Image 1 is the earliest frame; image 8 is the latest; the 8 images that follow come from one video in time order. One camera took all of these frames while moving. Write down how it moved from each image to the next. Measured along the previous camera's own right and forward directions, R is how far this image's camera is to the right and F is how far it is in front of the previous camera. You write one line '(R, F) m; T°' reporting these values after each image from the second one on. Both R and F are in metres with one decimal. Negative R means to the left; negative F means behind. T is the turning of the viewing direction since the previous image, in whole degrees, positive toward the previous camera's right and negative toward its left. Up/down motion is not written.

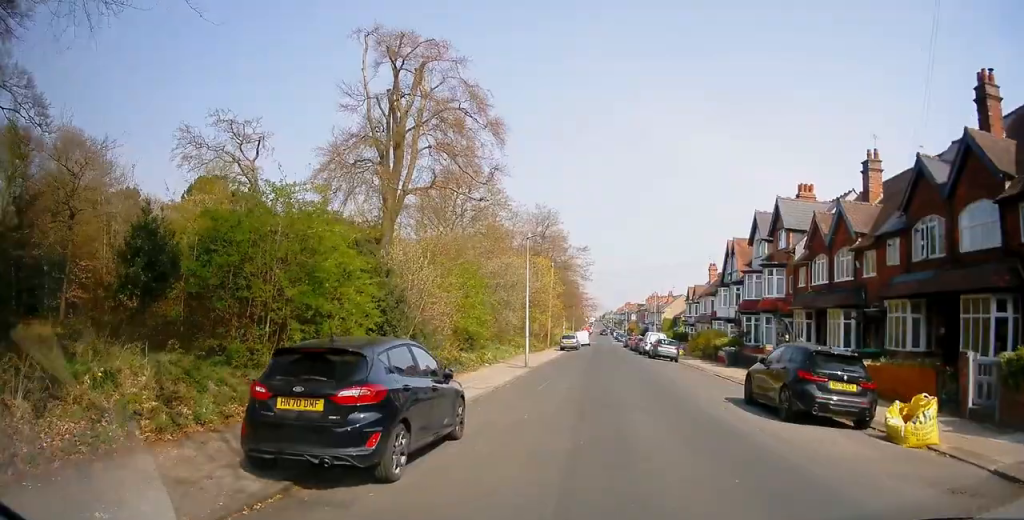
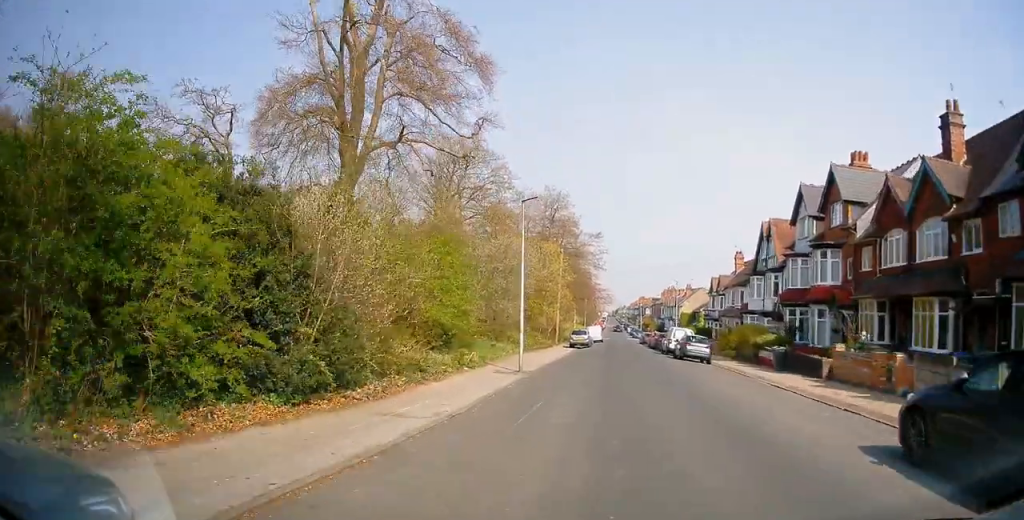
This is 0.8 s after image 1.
(-0.1, +8.5) m; -1°
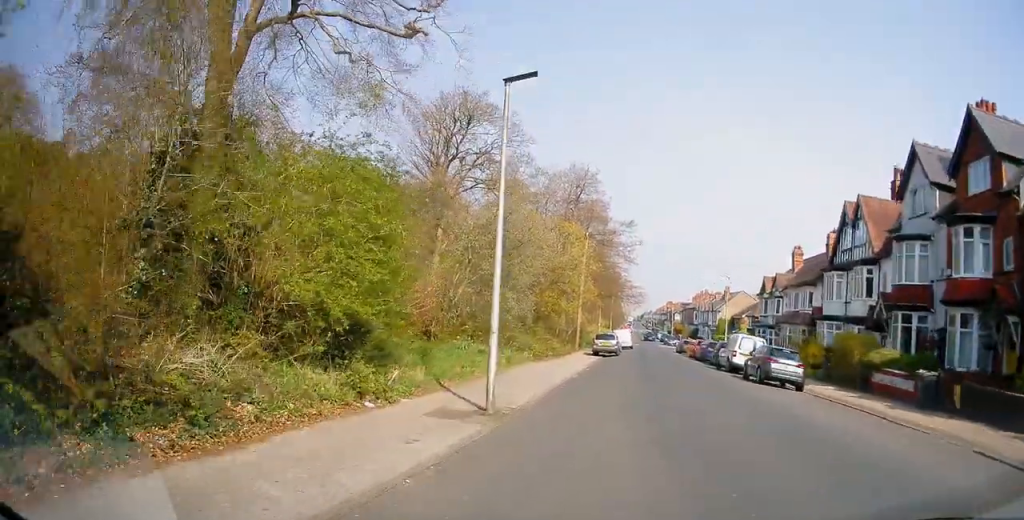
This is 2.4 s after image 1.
(-0.1, +12.8) m; -2°
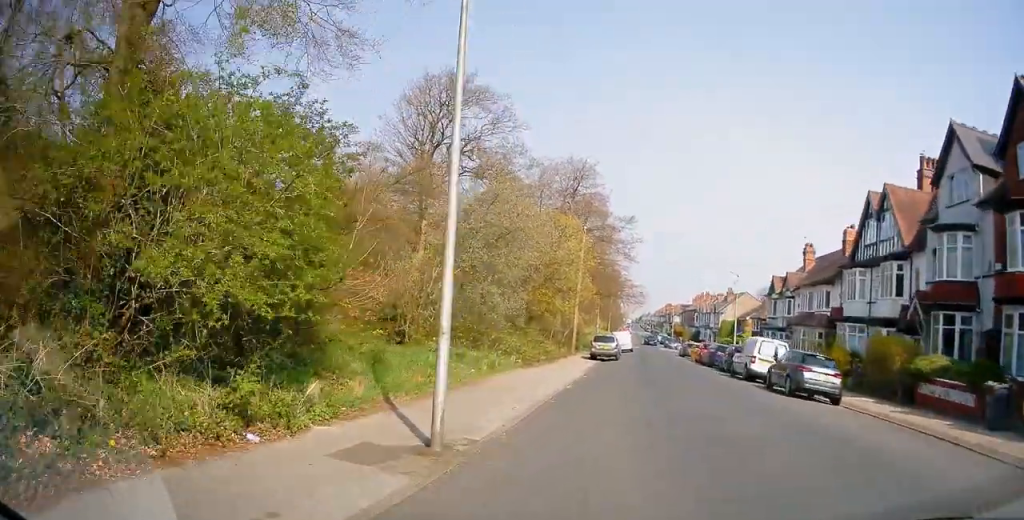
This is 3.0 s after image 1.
(-0.1, +3.4) m; -1°
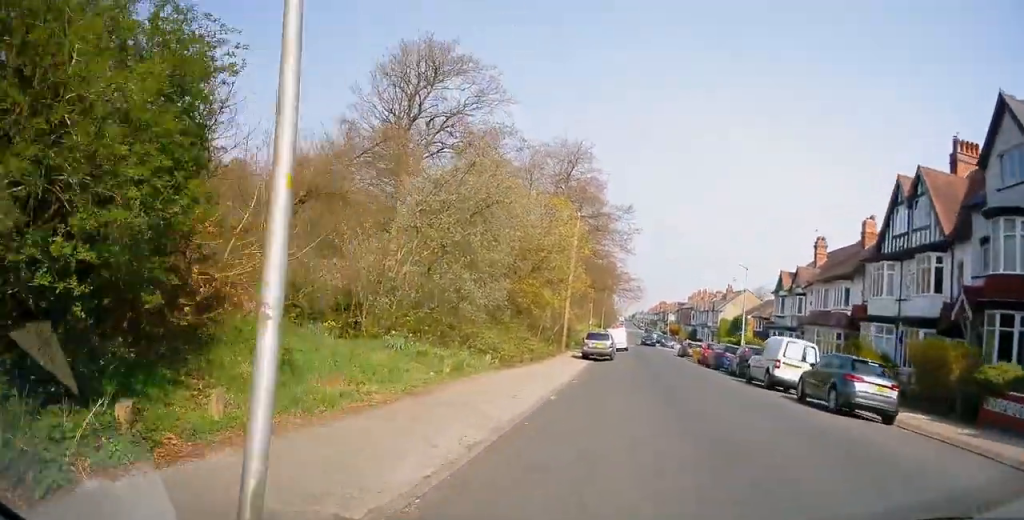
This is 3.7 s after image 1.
(0.0, +3.9) m; 0°
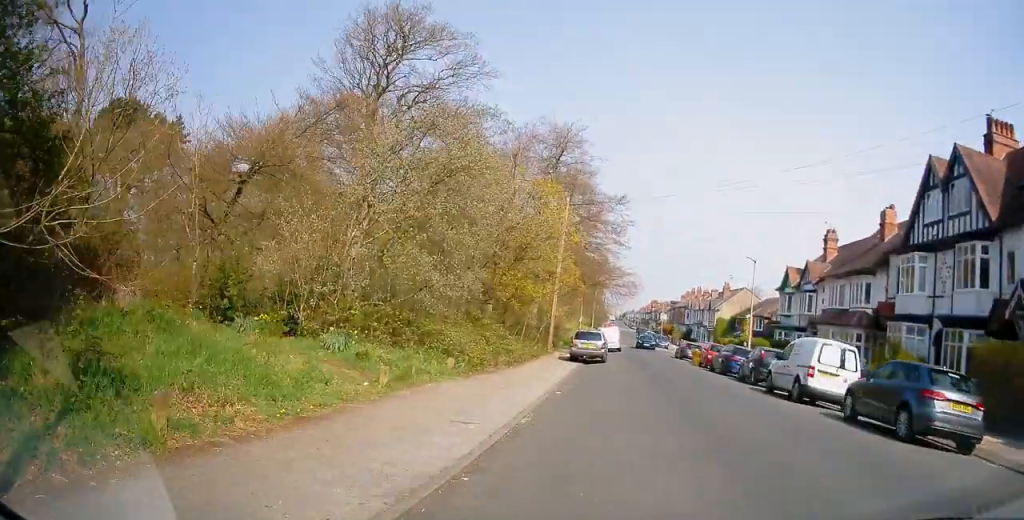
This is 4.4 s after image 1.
(0.0, +3.5) m; +2°
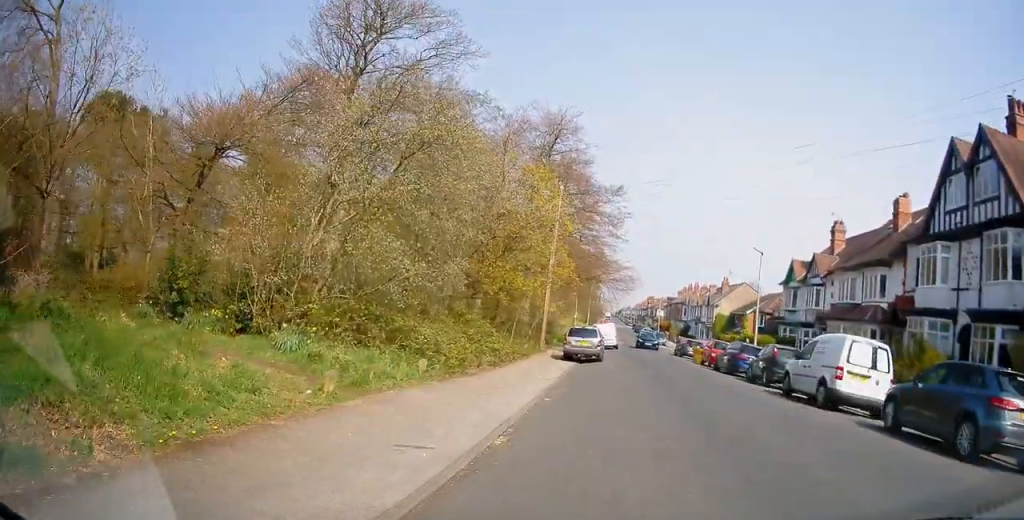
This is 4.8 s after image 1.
(+0.1, +2.1) m; +1°
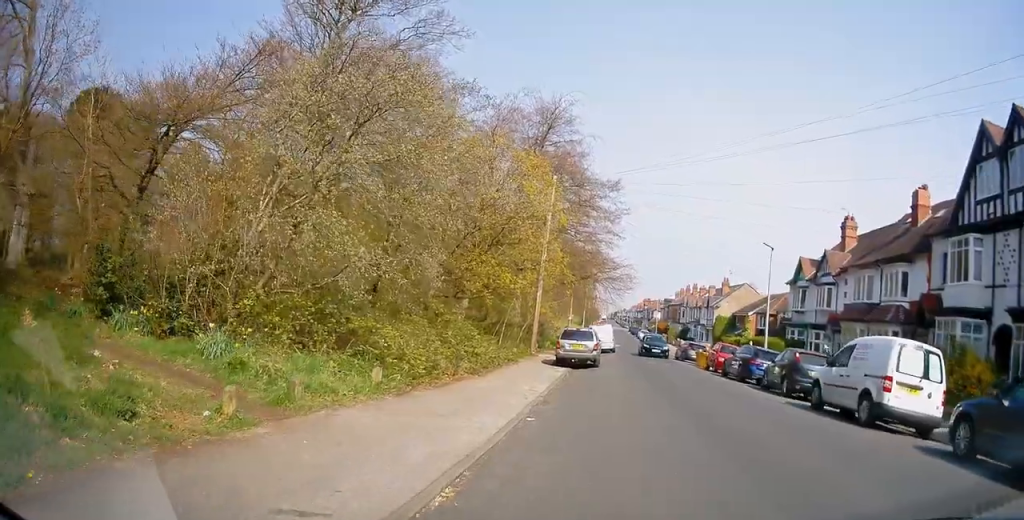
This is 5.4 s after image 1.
(+0.1, +2.6) m; +2°
